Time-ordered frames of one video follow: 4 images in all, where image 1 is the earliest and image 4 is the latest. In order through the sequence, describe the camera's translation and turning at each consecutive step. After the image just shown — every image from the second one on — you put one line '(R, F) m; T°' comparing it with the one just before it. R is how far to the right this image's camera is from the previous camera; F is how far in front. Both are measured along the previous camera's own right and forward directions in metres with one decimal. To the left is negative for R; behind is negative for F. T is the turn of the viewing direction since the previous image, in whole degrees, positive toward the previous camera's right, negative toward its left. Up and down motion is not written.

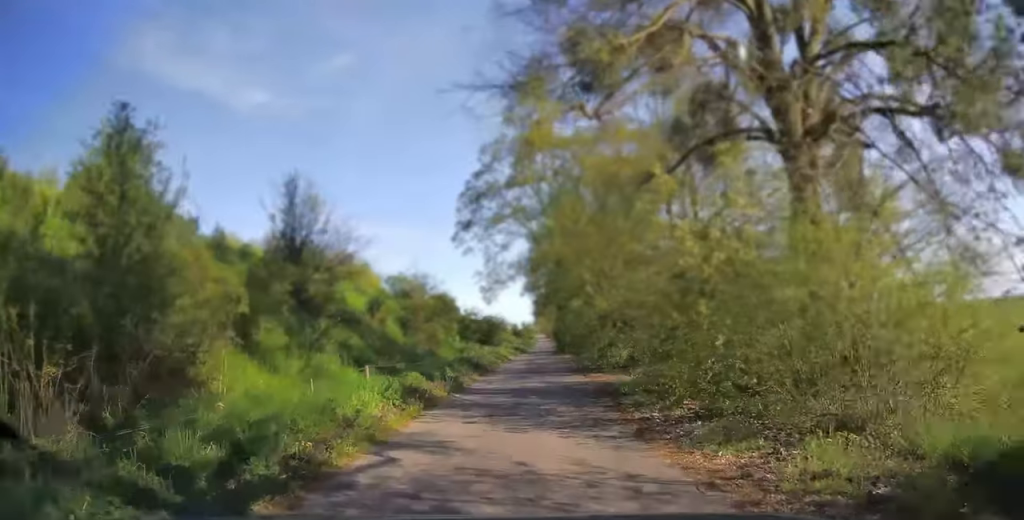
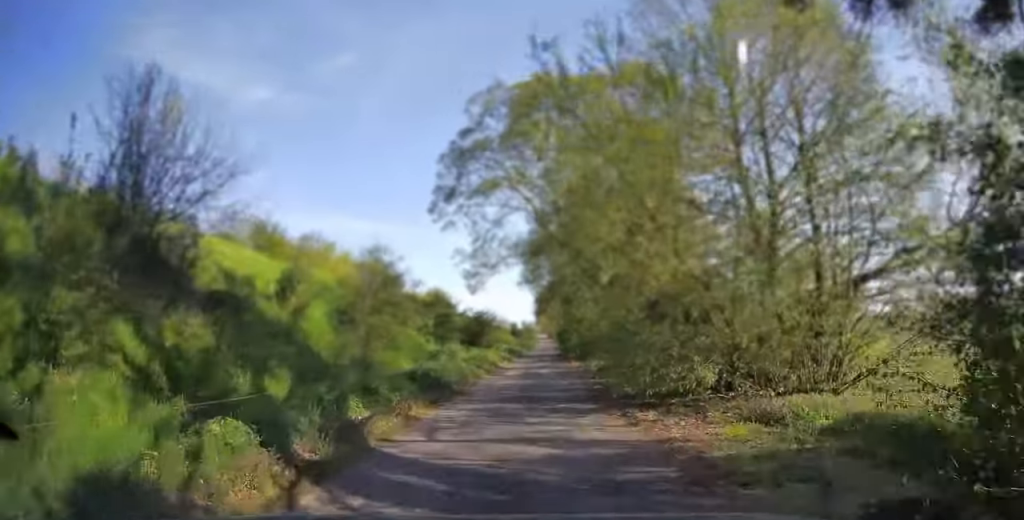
(0.0, +9.3) m; -1°
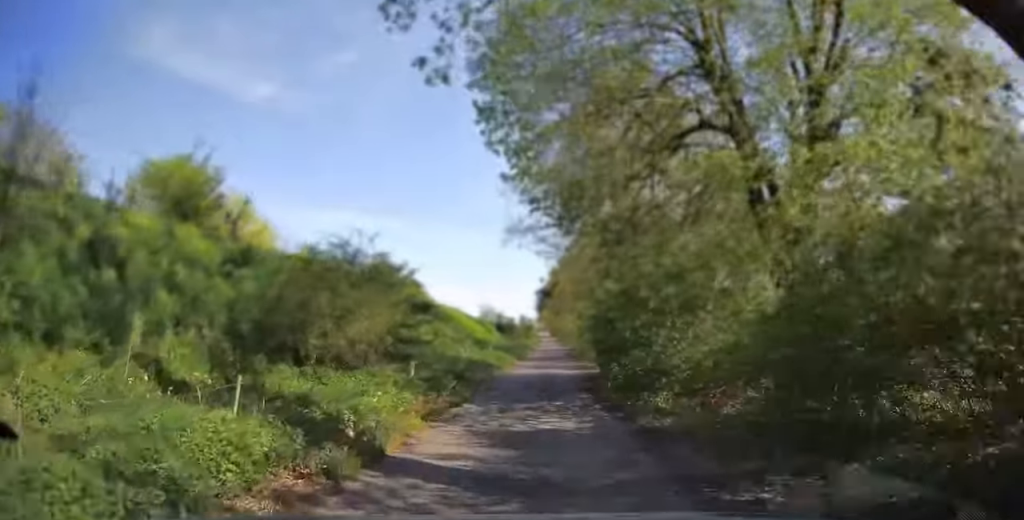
(+0.2, +29.6) m; +1°
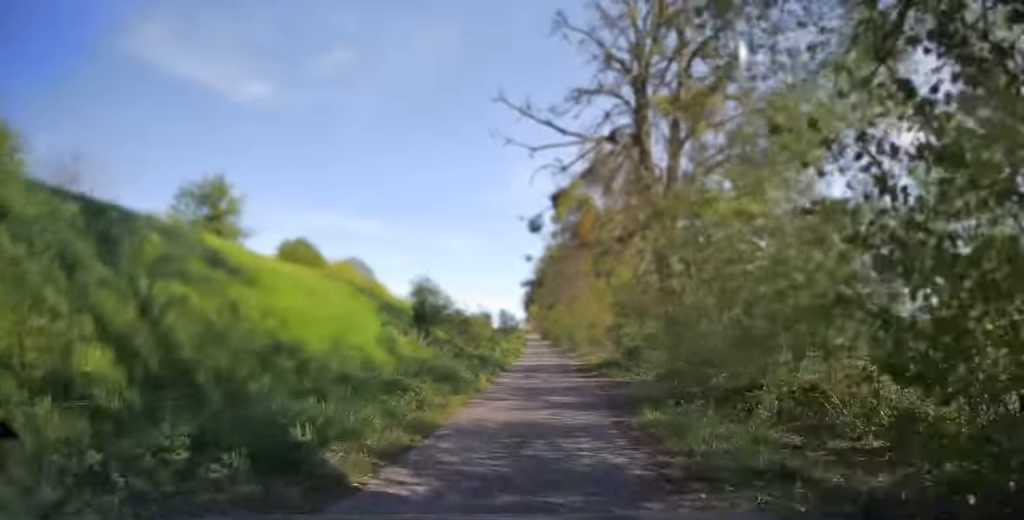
(0.0, +31.9) m; +1°
